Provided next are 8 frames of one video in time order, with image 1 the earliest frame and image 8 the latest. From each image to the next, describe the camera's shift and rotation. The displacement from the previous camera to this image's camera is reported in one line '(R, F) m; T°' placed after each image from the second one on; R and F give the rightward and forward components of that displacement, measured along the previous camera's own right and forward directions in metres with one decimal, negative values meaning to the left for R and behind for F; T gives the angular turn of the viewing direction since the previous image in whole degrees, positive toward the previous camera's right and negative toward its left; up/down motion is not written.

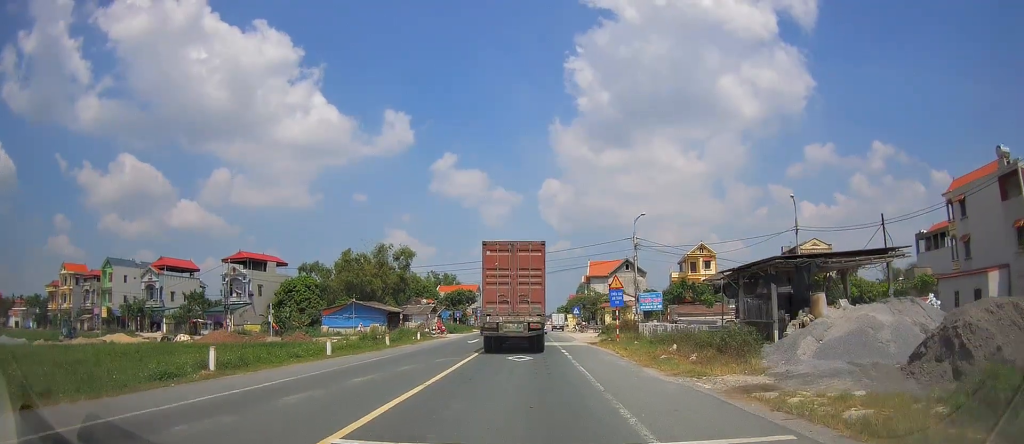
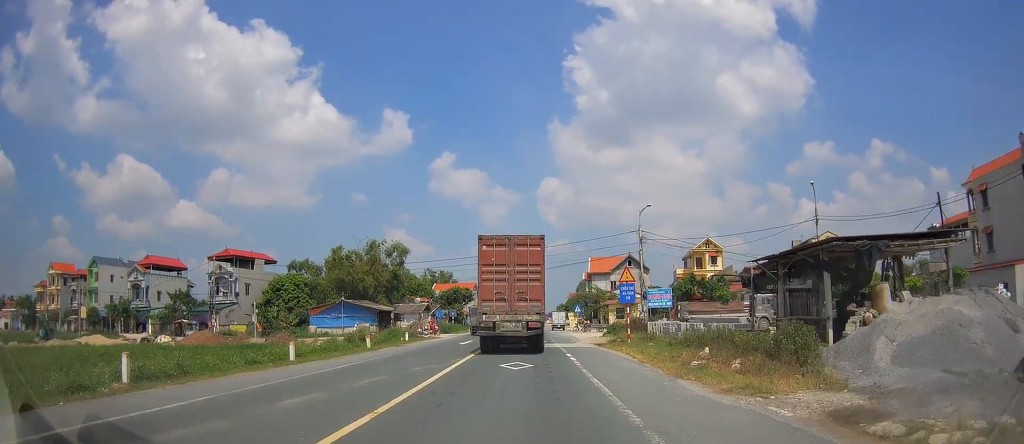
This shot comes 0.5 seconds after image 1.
(0.0, +4.2) m; +1°
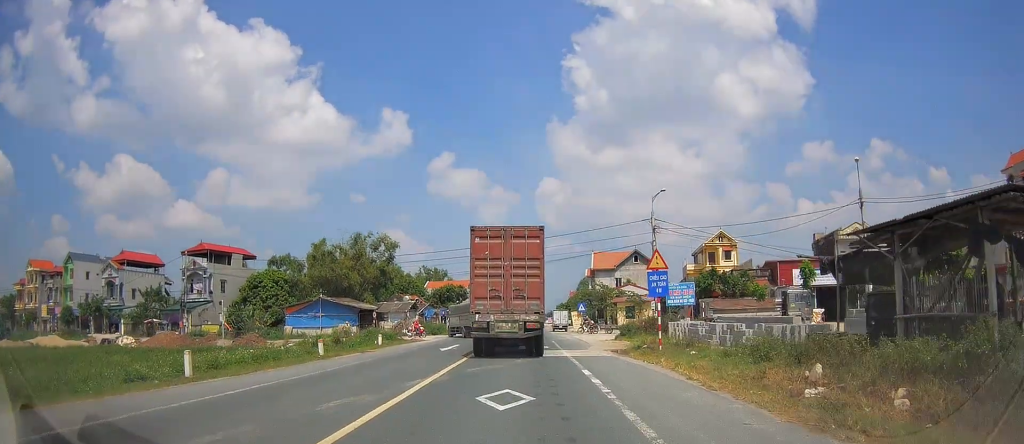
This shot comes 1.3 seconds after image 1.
(+0.1, +7.3) m; +1°
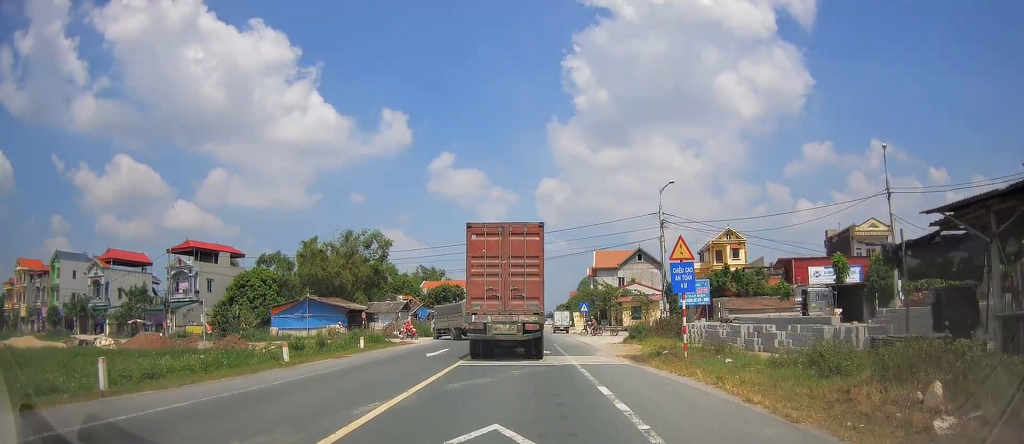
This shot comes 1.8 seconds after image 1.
(+0.1, +3.7) m; -1°
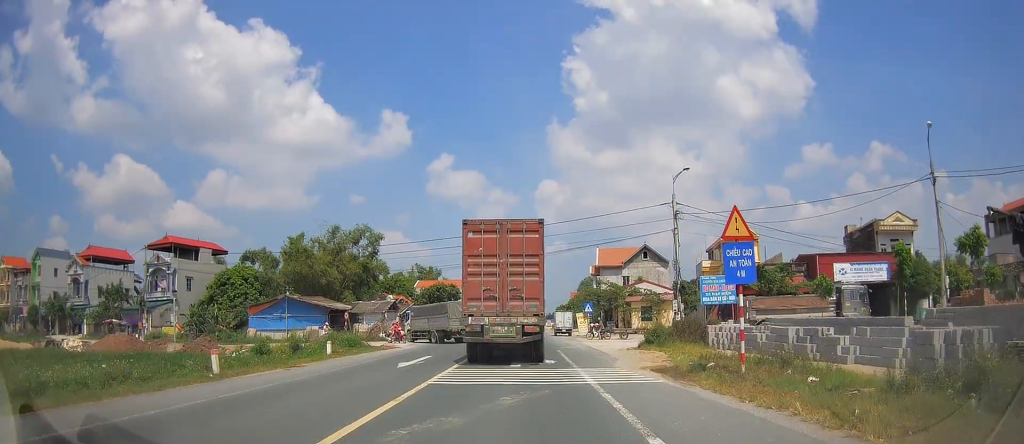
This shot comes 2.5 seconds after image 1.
(0.0, +5.2) m; -1°
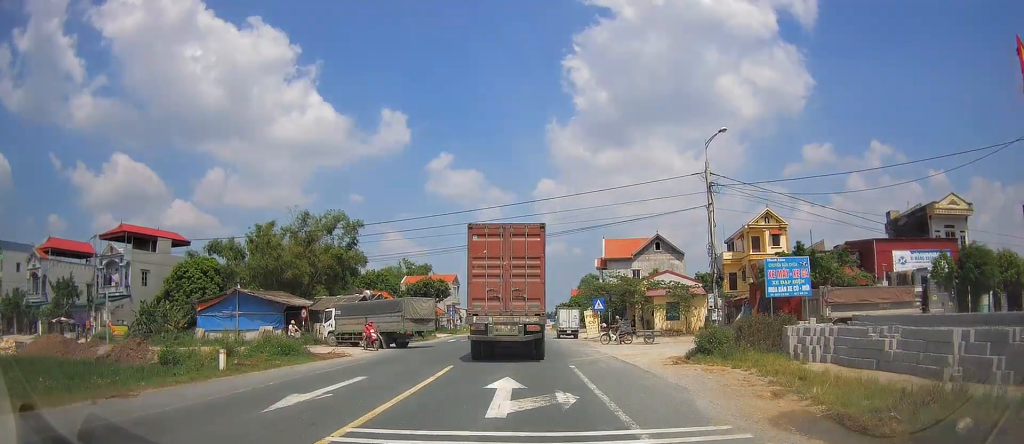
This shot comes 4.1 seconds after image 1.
(+0.2, +10.3) m; +3°
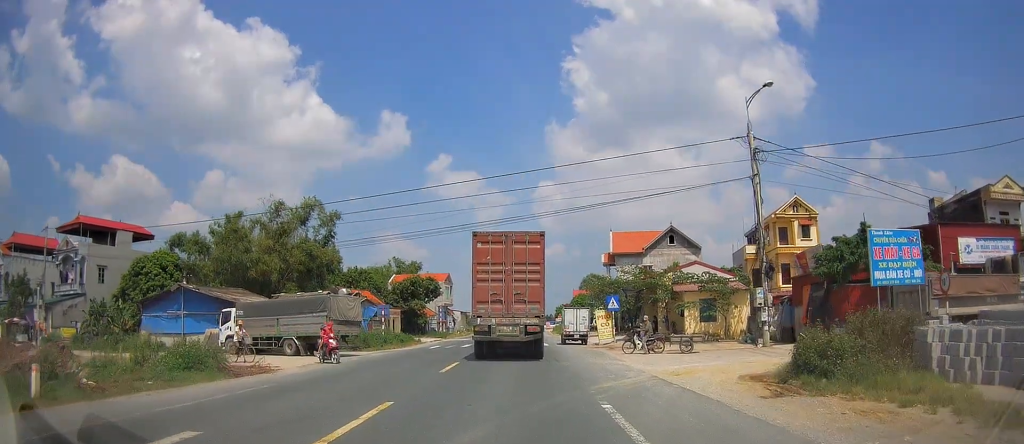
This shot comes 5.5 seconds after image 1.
(-0.2, +7.4) m; -2°
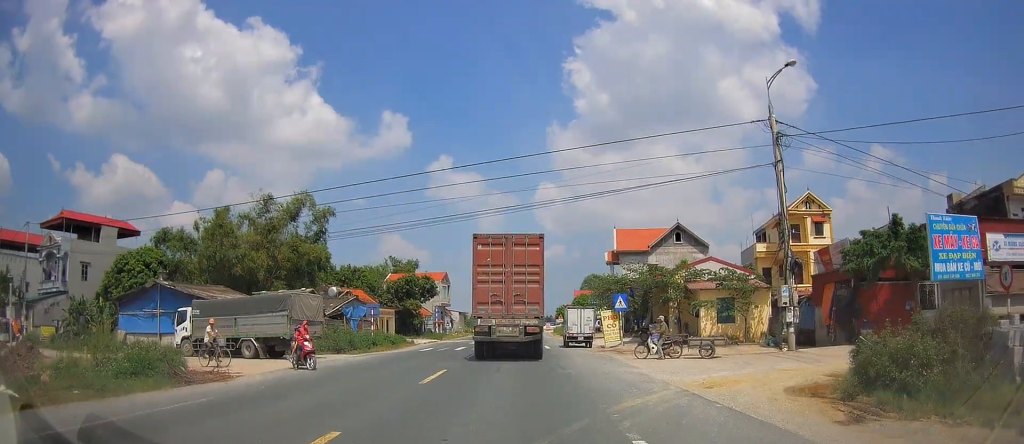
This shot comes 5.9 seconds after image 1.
(0.0, +2.6) m; 0°
